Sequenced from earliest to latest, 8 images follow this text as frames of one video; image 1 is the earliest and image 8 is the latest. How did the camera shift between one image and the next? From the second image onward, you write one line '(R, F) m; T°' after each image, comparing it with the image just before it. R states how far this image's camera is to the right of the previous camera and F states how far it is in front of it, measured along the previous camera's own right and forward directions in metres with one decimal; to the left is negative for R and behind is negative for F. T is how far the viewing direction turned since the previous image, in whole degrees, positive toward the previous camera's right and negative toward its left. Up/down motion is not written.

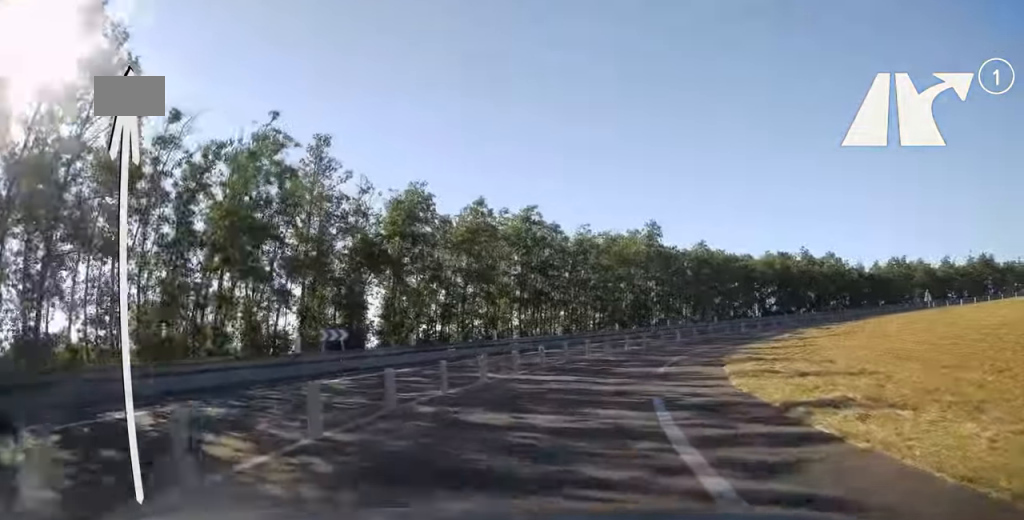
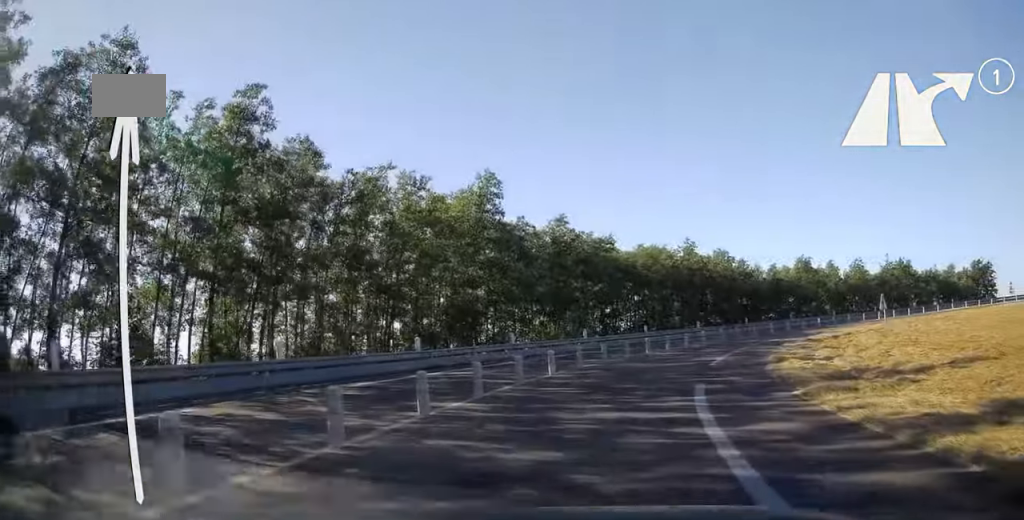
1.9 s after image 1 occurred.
(+2.2, +22.9) m; +16°
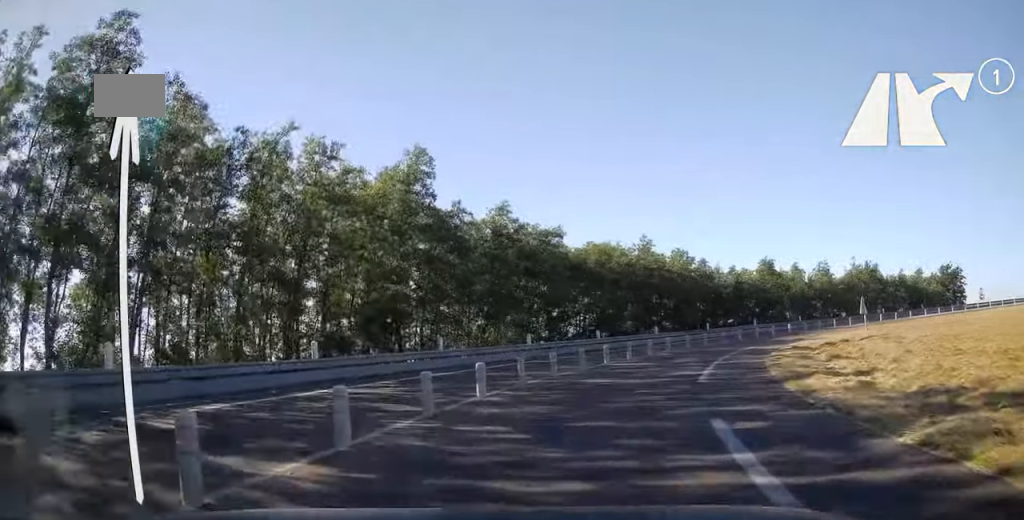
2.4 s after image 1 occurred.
(+0.4, +5.5) m; +5°
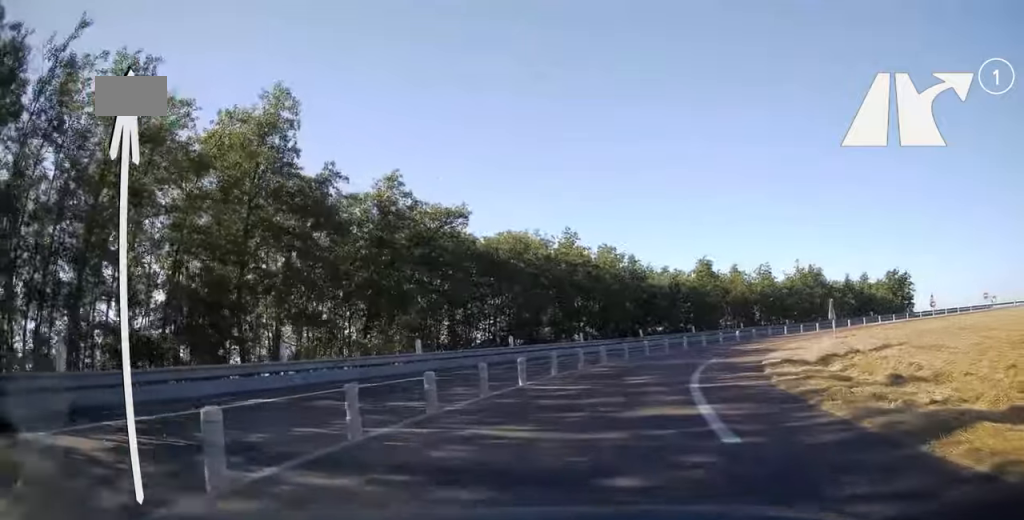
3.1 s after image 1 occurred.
(+0.6, +8.1) m; +8°
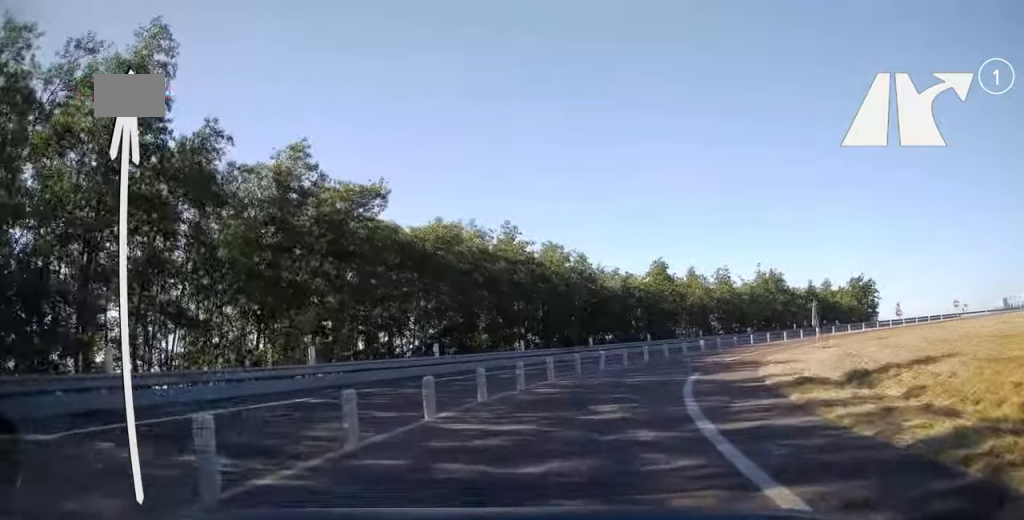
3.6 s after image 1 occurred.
(+0.1, +5.7) m; +5°
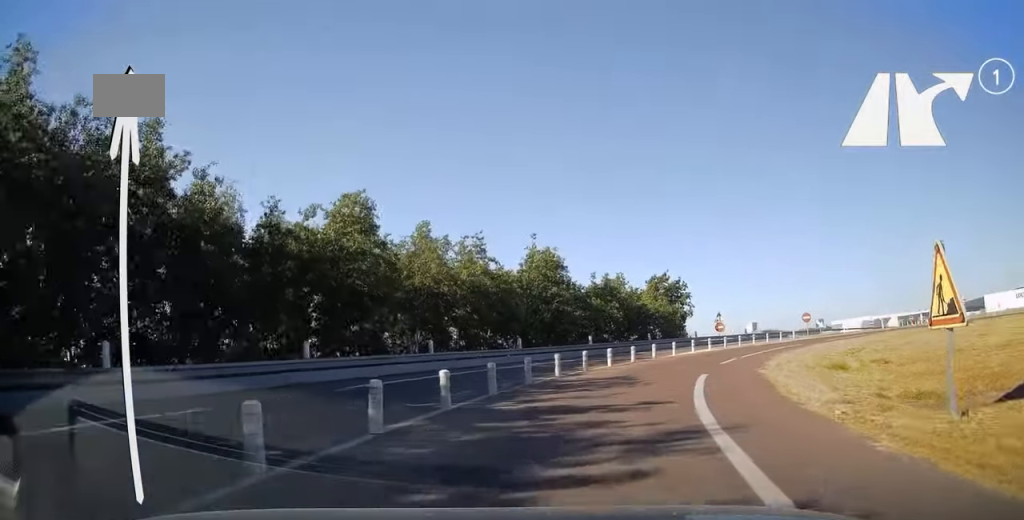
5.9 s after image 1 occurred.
(+6.7, +26.2) m; +29°
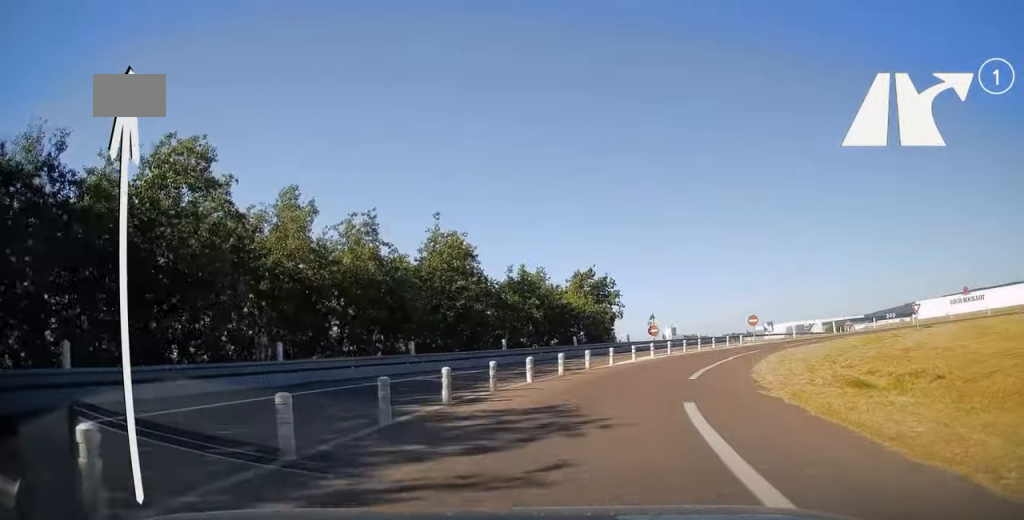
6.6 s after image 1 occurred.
(+0.6, +7.7) m; +7°
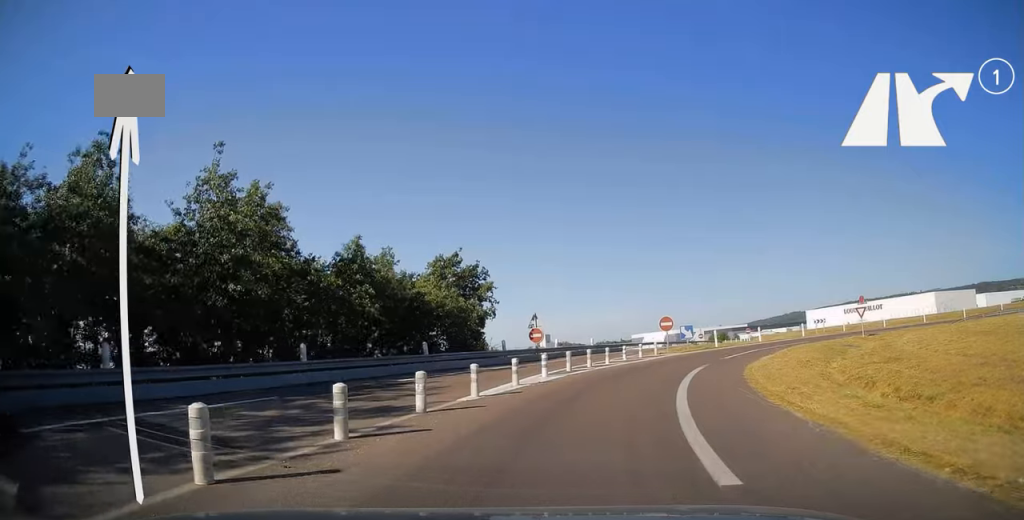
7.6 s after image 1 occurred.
(+1.1, +12.7) m; +11°
